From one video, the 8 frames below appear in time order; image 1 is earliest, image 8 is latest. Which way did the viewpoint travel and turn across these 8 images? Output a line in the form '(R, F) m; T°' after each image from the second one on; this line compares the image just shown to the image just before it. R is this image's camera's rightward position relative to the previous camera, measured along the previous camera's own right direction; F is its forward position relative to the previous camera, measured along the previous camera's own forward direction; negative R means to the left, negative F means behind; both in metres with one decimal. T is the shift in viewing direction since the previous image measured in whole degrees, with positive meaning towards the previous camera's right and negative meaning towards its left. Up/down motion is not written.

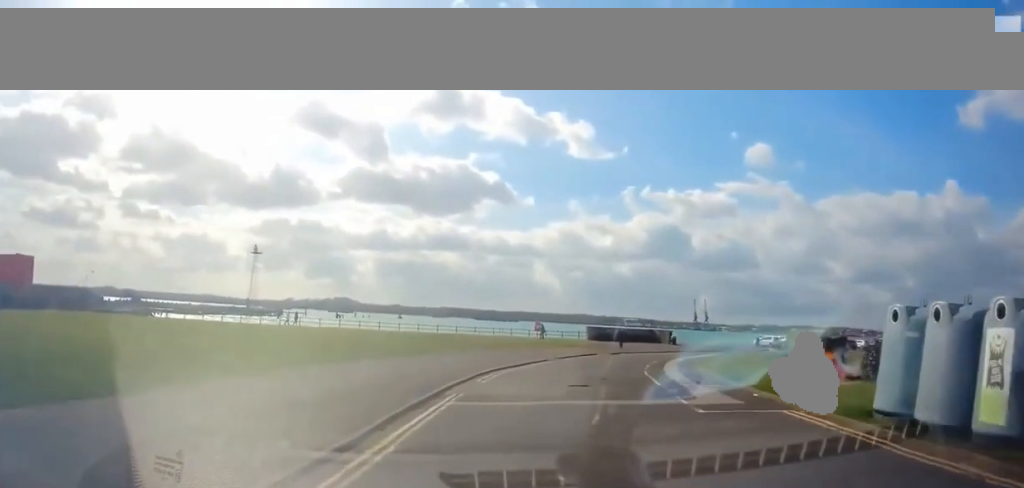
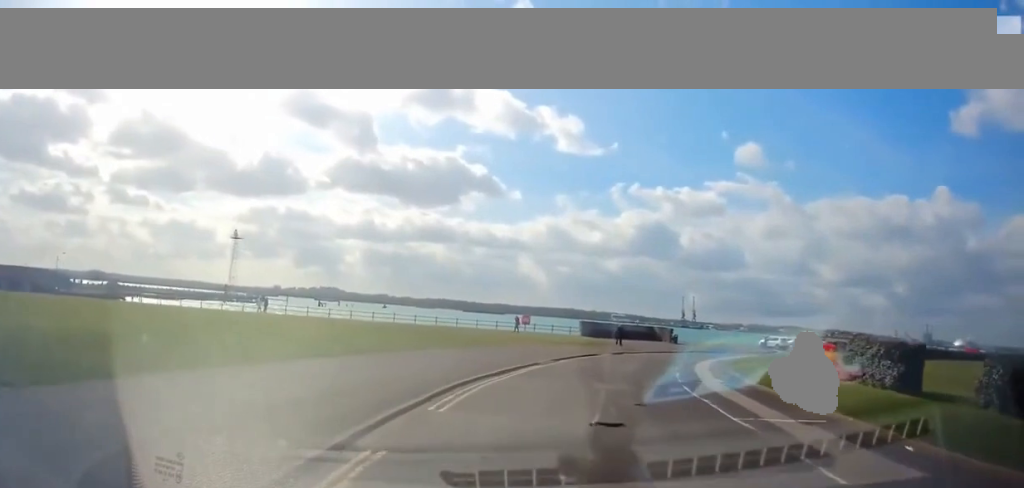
(-0.1, +6.3) m; -2°
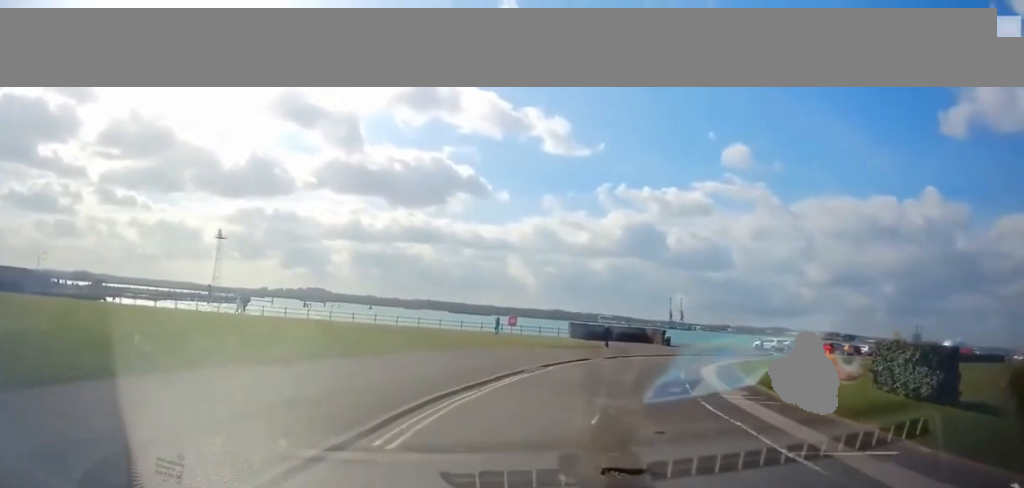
(0.0, +2.5) m; +1°
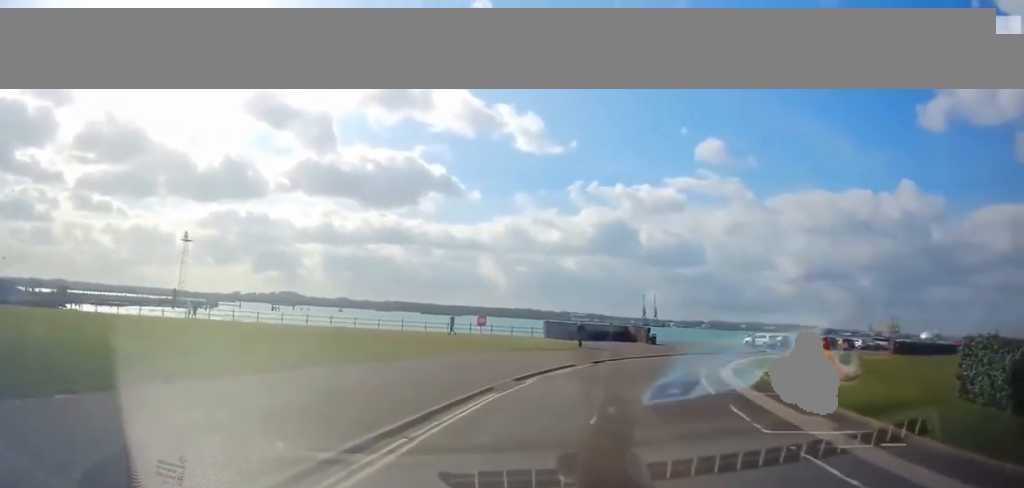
(+0.1, +5.3) m; +4°
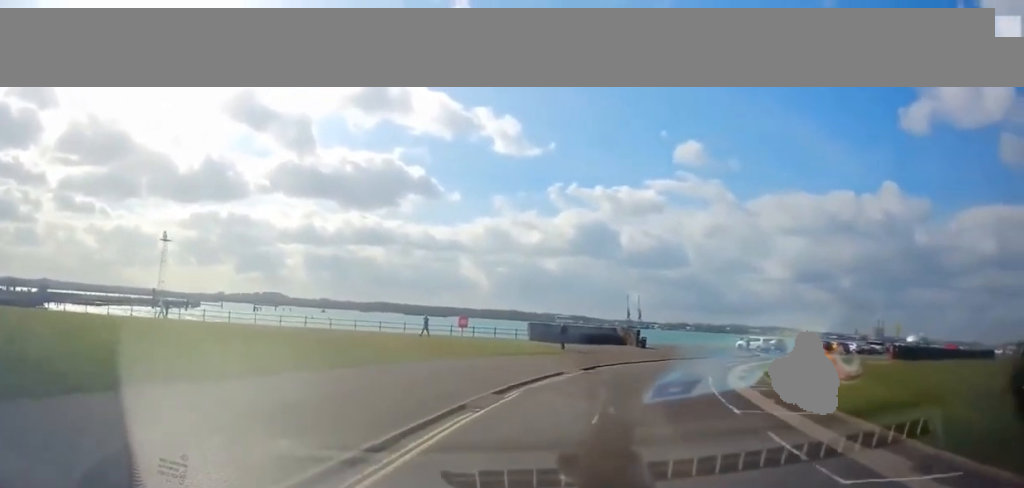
(0.0, +2.5) m; +3°
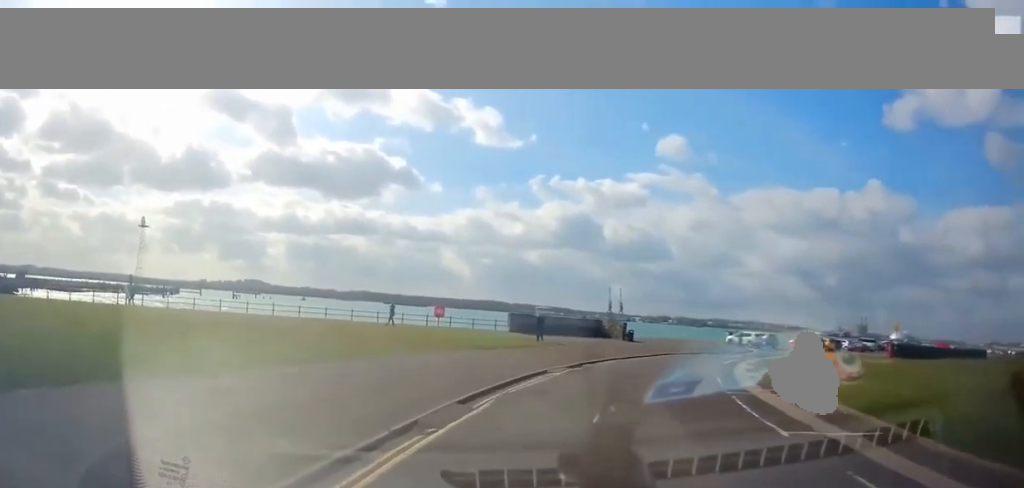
(+0.2, +2.9) m; +3°
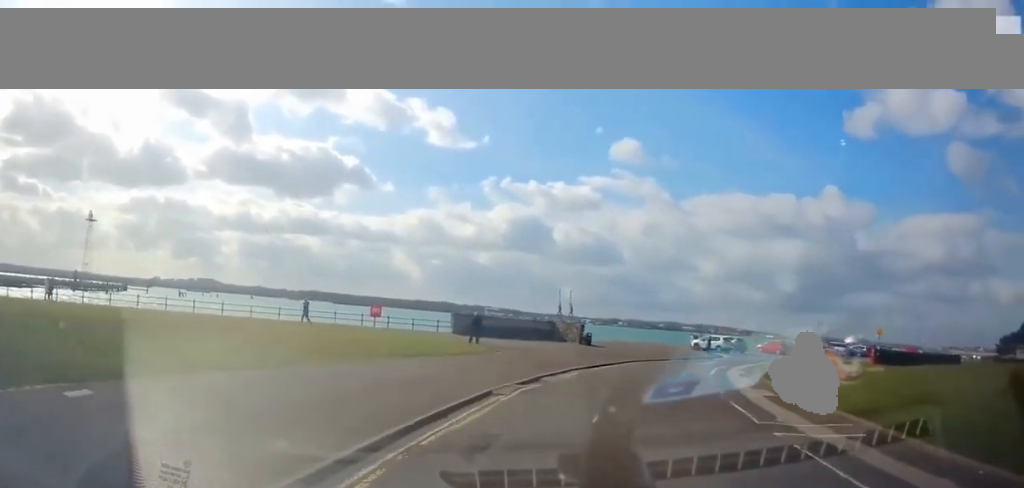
(+0.3, +4.9) m; +6°
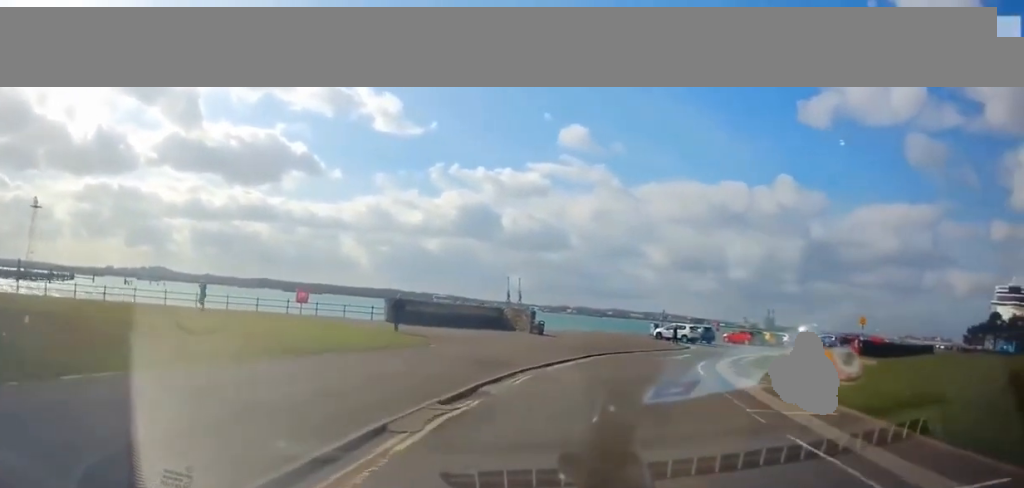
(+0.1, +5.0) m; +6°
